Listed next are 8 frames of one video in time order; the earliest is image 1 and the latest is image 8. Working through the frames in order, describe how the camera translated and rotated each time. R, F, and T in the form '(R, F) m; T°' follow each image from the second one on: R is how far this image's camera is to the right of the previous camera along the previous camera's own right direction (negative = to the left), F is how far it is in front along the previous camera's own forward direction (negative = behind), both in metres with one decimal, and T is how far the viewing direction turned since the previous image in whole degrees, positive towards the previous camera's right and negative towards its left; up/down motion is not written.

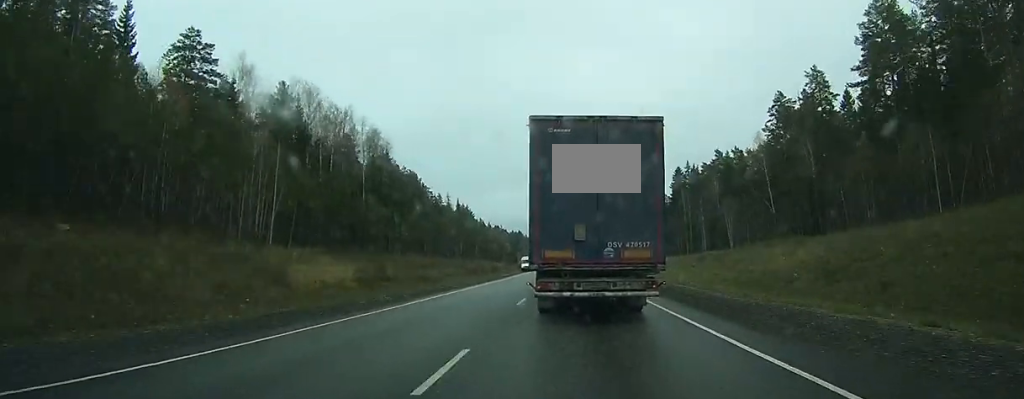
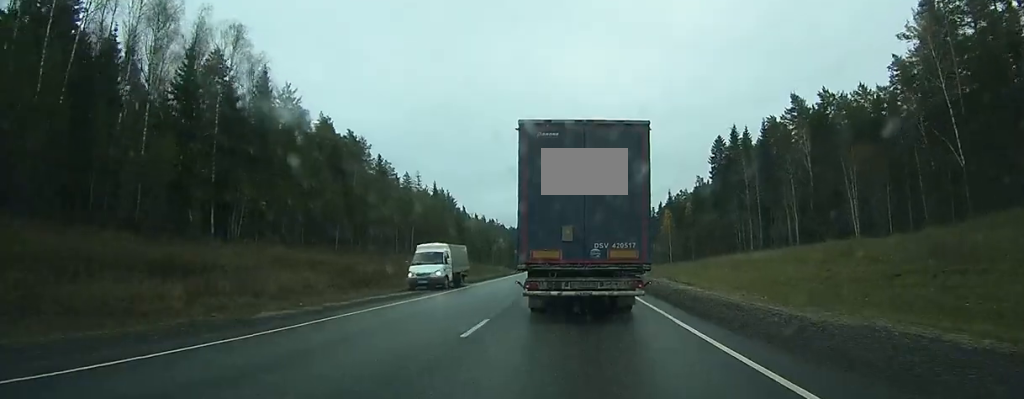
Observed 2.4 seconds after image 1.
(+0.2, +56.2) m; 0°
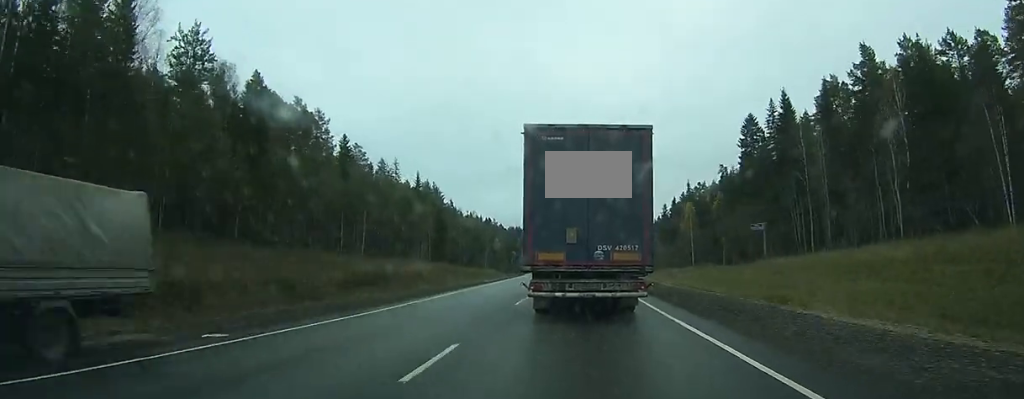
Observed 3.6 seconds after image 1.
(-0.2, +27.7) m; 0°
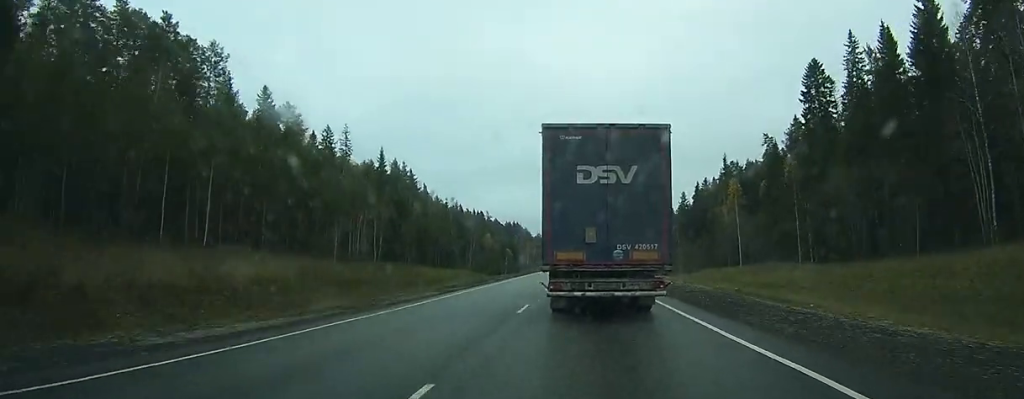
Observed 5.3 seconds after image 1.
(-0.1, +38.4) m; 0°
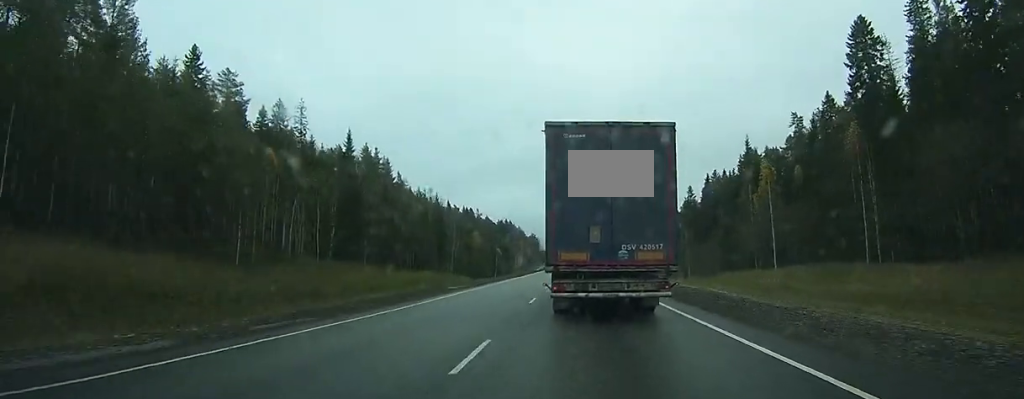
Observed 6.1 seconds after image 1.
(0.0, +19.9) m; 0°
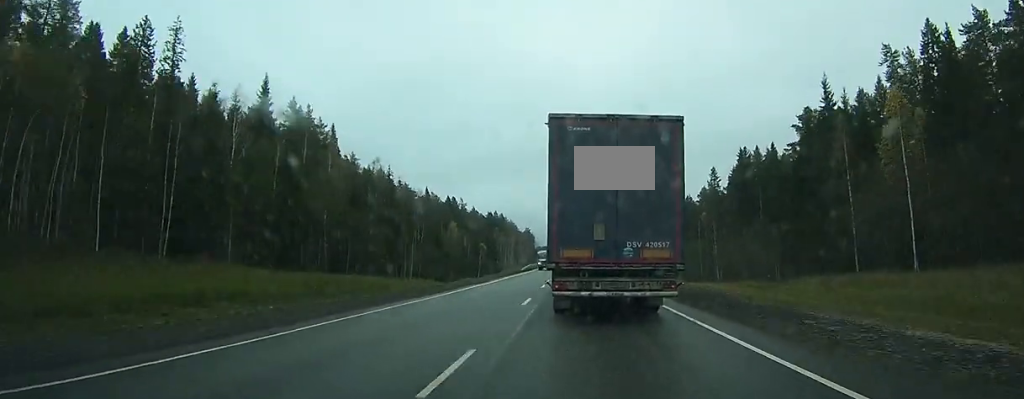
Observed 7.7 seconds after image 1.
(+0.1, +36.6) m; 0°
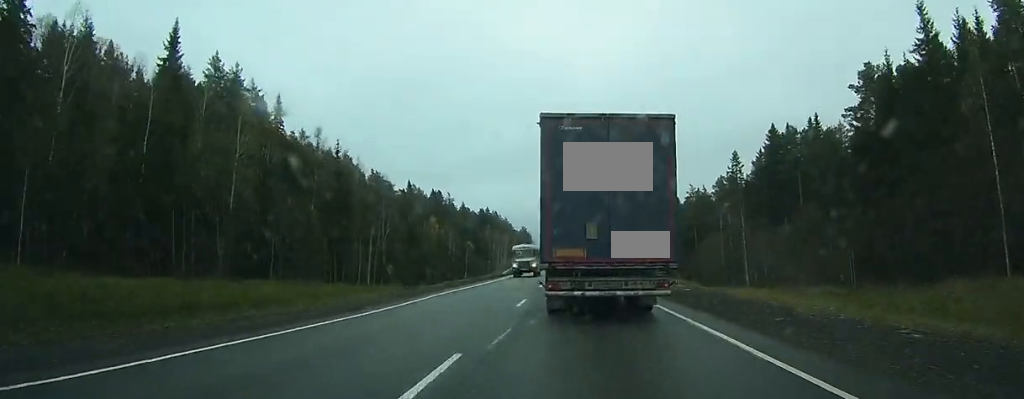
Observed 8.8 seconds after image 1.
(0.0, +24.3) m; 0°
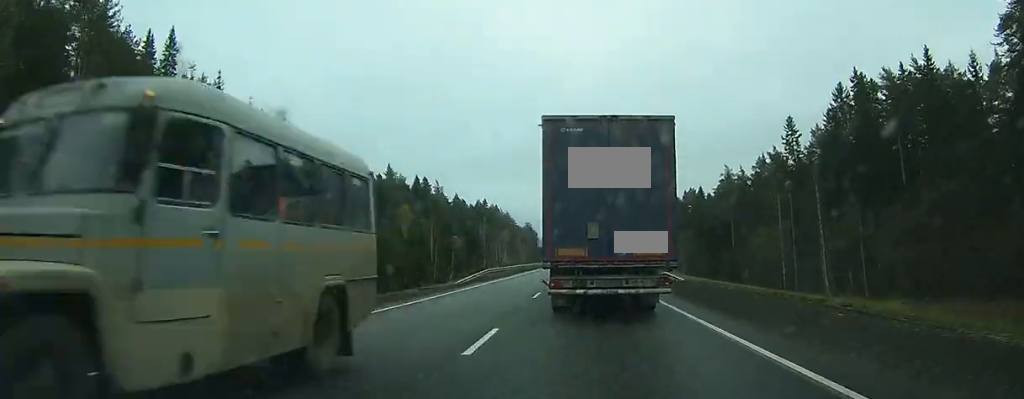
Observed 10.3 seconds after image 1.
(-0.1, +33.2) m; 0°
